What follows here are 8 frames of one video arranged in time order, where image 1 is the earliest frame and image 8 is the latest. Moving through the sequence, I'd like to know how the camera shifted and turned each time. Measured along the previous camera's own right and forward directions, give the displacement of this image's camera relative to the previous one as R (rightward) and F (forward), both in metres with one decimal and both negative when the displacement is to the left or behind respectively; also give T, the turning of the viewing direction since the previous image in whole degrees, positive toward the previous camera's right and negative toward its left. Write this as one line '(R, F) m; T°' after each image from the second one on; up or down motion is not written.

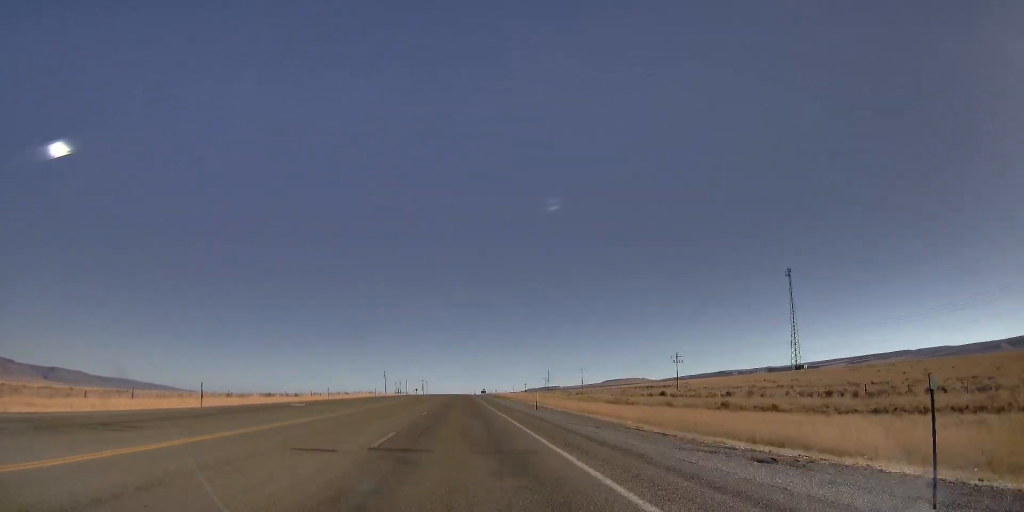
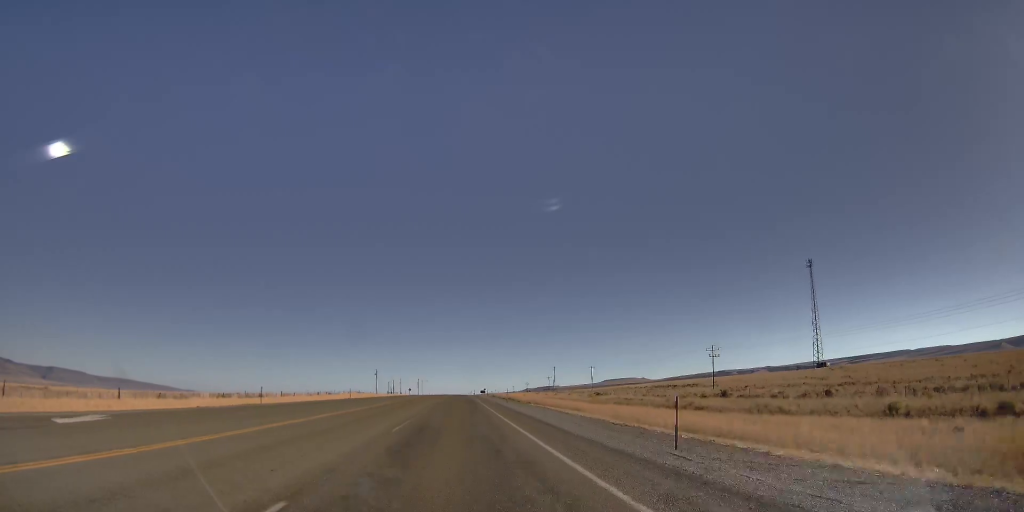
(-0.2, +25.5) m; -1°
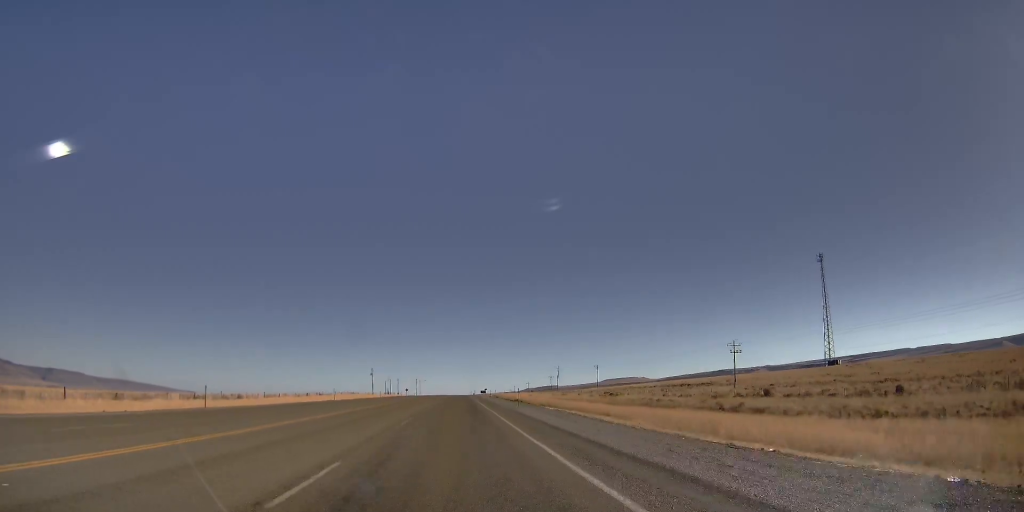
(-0.1, +11.7) m; 0°
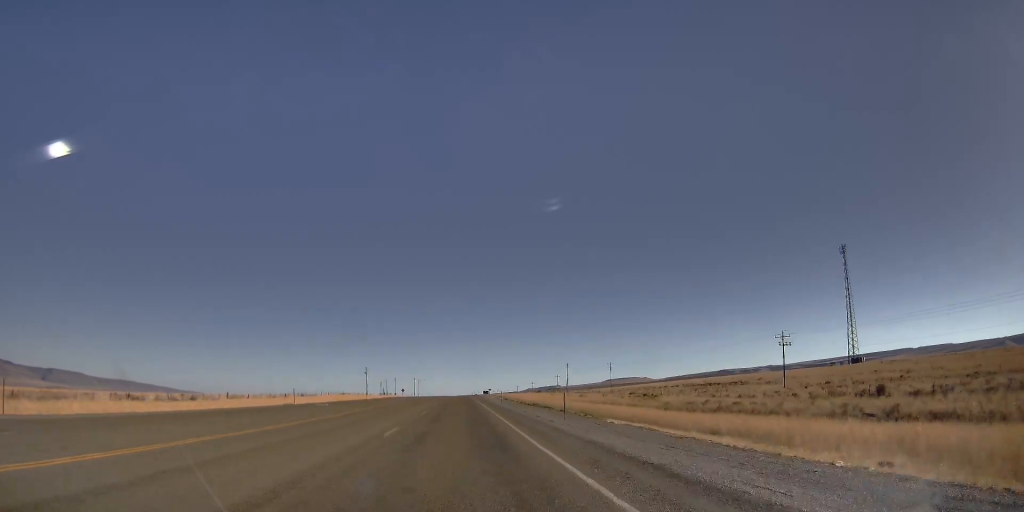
(0.0, +20.5) m; +1°
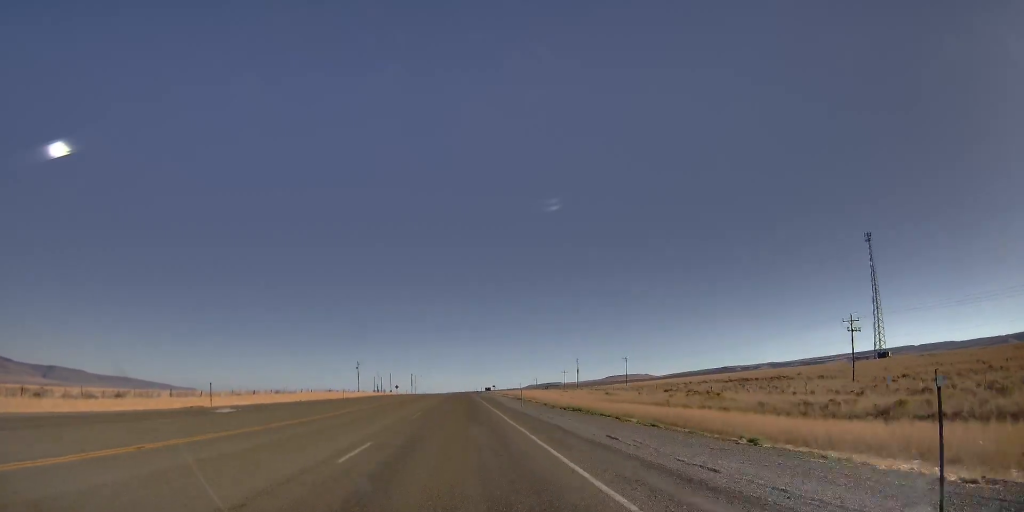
(+0.2, +21.4) m; +1°
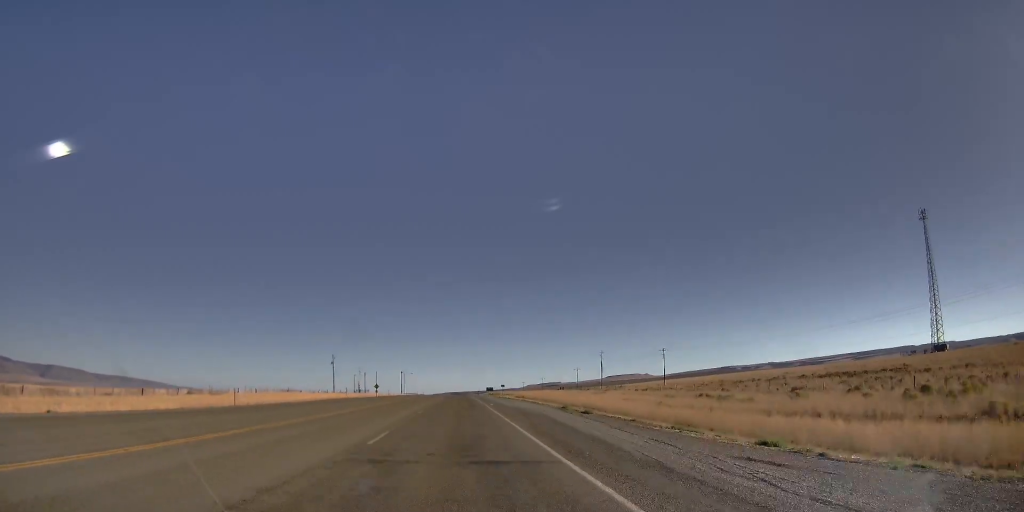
(+0.3, +42.0) m; 0°
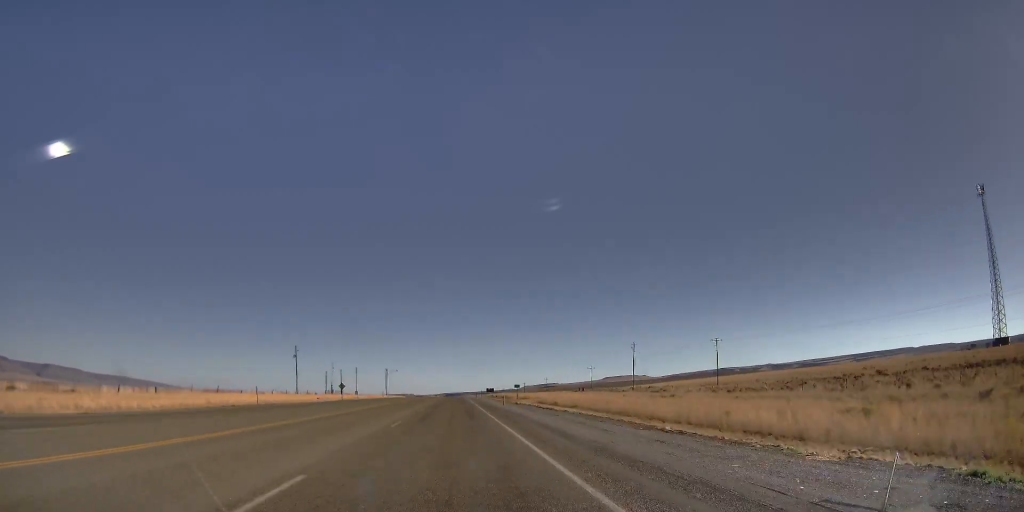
(-0.5, +37.5) m; 0°
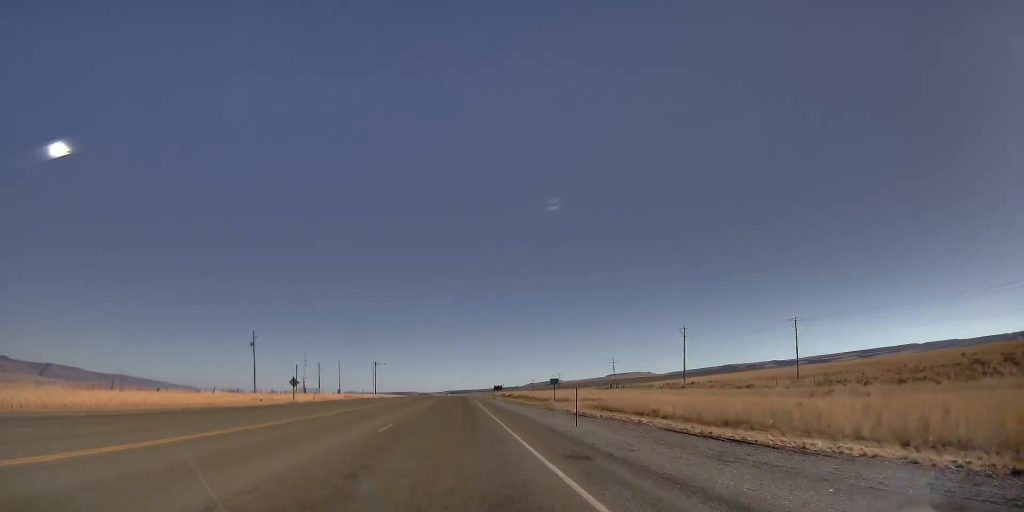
(+0.4, +33.7) m; +1°
